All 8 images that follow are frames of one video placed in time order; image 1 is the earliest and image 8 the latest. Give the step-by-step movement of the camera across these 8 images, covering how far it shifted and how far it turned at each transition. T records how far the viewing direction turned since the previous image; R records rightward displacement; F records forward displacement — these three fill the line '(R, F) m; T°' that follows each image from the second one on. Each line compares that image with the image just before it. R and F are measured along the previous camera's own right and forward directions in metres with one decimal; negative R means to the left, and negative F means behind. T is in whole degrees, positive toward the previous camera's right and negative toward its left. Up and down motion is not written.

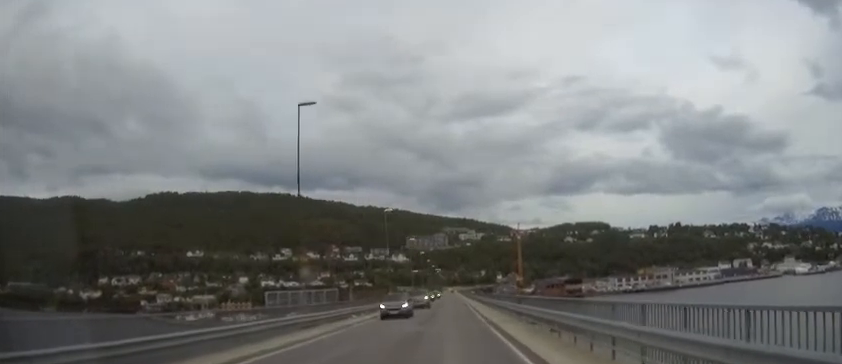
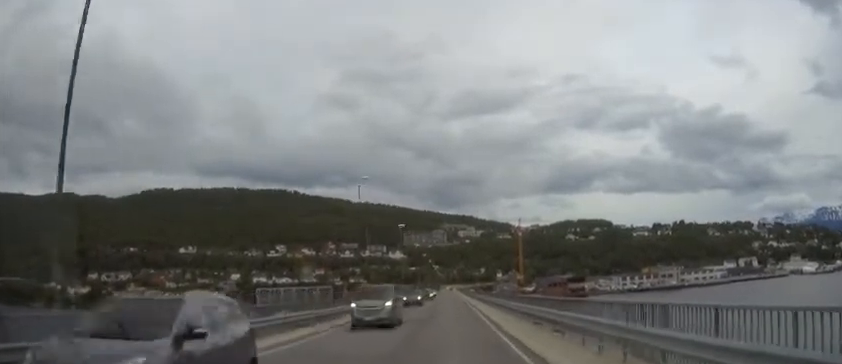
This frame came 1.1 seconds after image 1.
(-1.1, +16.9) m; -4°
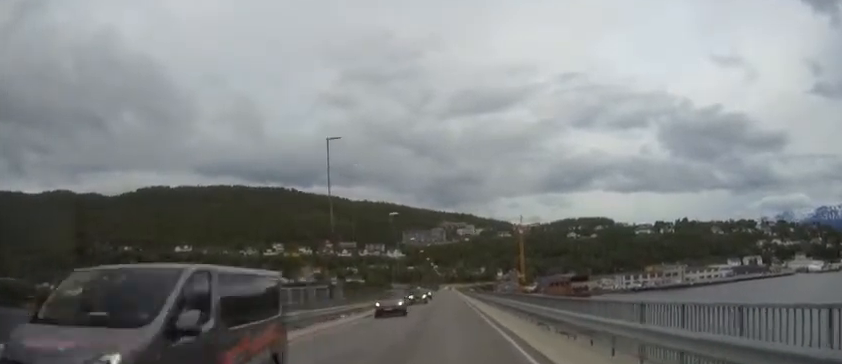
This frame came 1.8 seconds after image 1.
(-0.2, +11.2) m; +1°
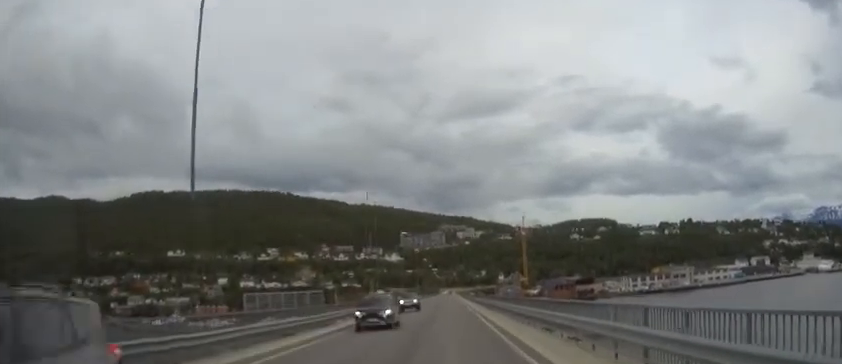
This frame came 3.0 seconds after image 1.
(+1.2, +18.1) m; +4°
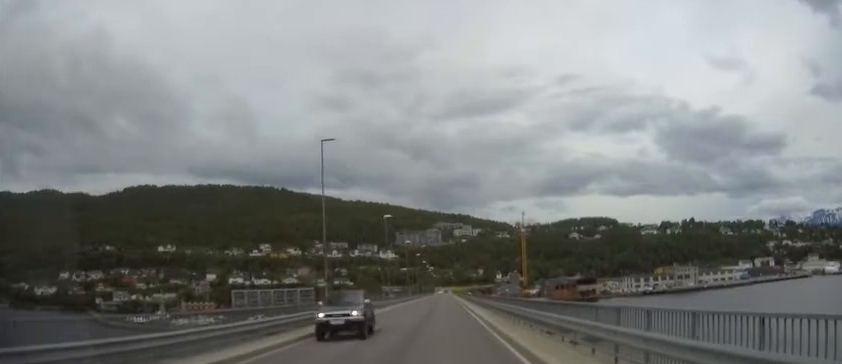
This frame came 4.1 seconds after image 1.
(+0.1, +16.9) m; 0°
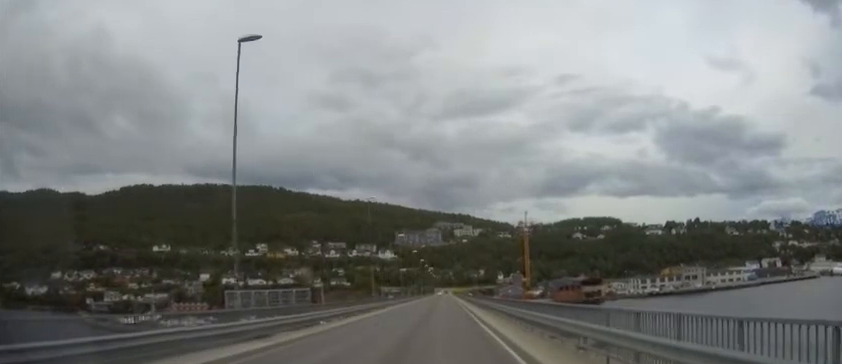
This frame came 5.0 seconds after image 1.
(0.0, +14.4) m; 0°
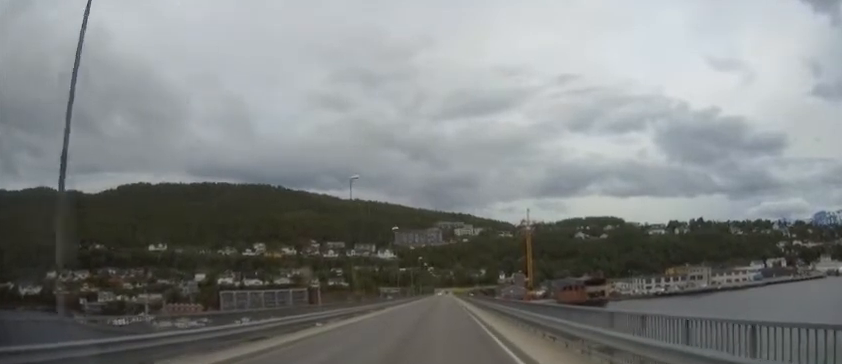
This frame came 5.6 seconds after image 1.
(0.0, +9.6) m; 0°
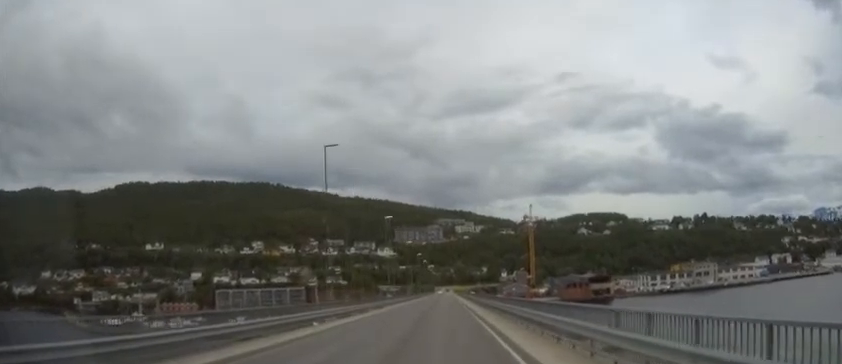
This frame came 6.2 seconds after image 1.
(0.0, +9.6) m; 0°
